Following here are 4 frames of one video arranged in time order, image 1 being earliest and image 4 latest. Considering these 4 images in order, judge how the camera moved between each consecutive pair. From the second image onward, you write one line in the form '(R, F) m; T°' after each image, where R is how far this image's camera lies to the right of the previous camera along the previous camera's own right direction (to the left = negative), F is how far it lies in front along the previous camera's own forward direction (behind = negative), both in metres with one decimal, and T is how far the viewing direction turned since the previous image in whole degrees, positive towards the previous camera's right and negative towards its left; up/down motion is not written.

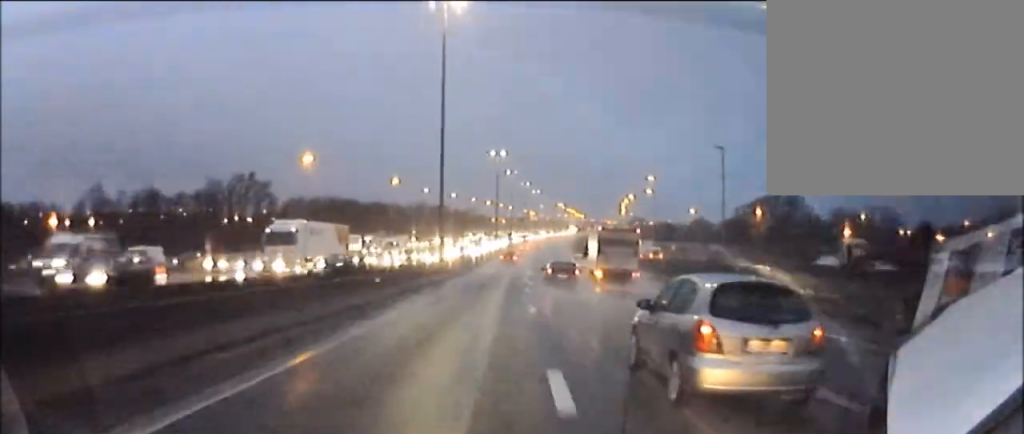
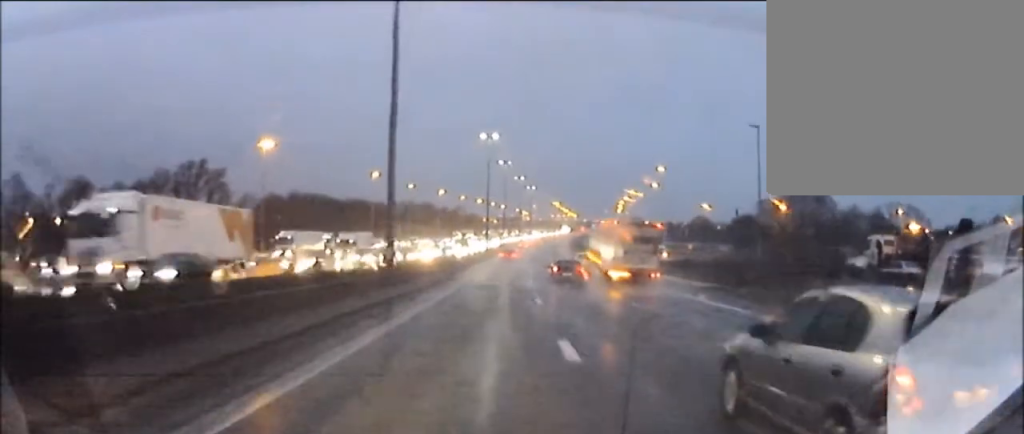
(+0.1, +20.5) m; +1°
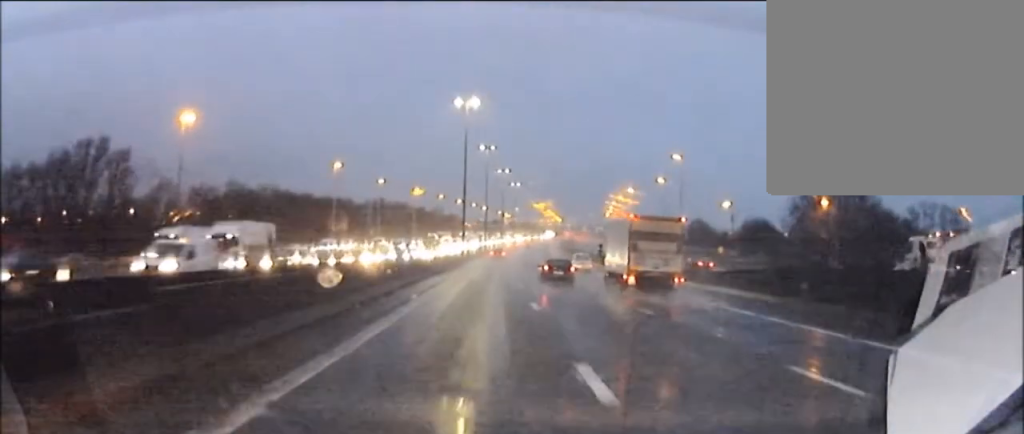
(+0.2, +29.7) m; +1°
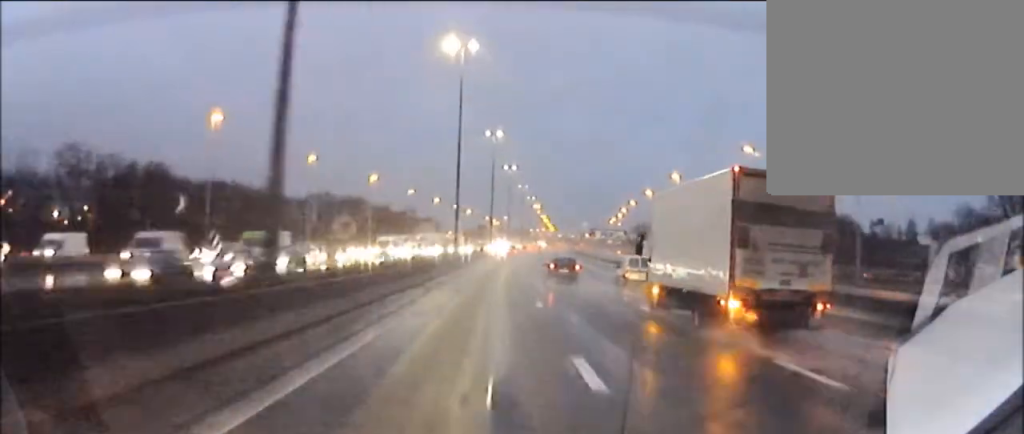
(+1.1, +73.5) m; +2°
